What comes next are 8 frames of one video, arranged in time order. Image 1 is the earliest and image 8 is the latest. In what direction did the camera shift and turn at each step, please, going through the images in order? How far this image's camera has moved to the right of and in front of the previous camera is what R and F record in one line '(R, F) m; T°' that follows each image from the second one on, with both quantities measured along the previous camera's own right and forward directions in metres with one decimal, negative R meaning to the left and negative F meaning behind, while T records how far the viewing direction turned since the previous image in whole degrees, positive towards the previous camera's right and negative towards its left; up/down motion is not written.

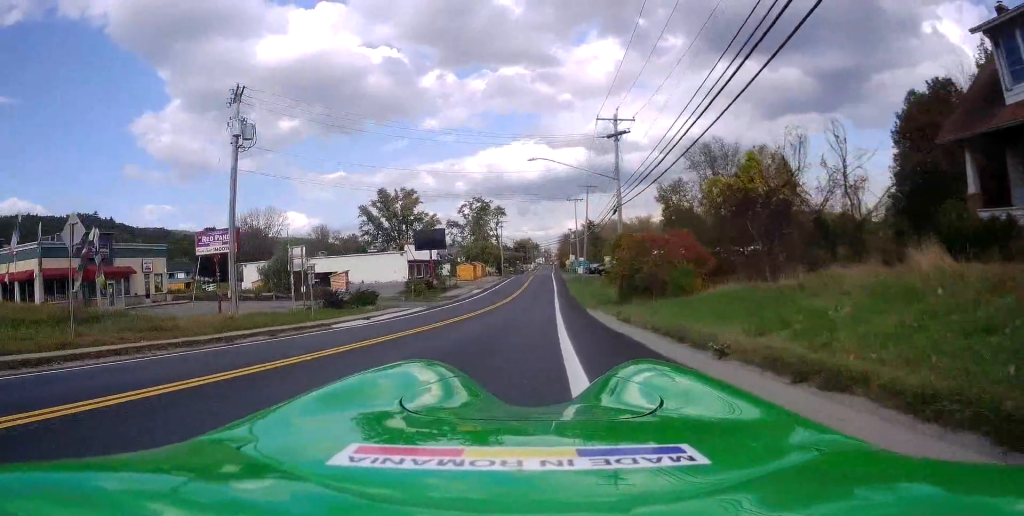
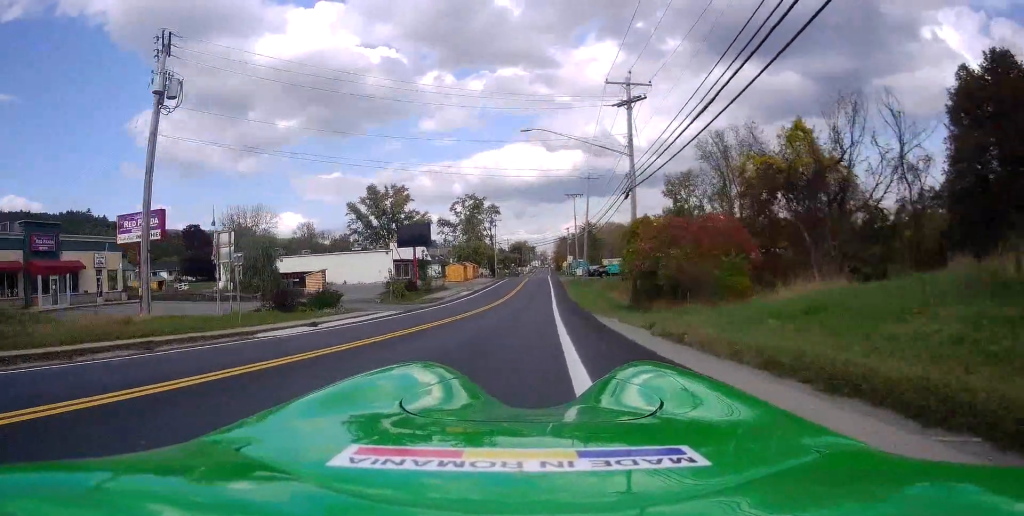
(+0.2, +6.2) m; -1°
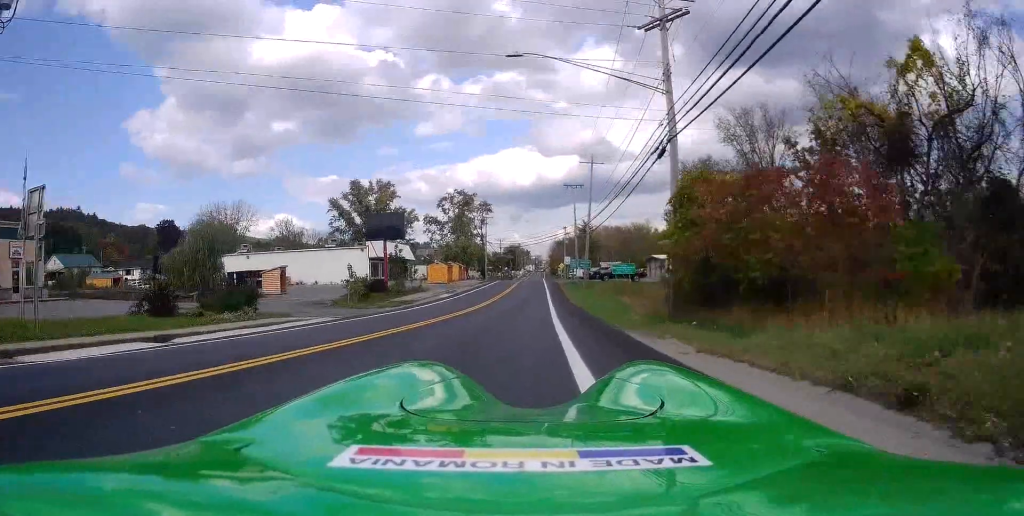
(-0.2, +8.9) m; -2°
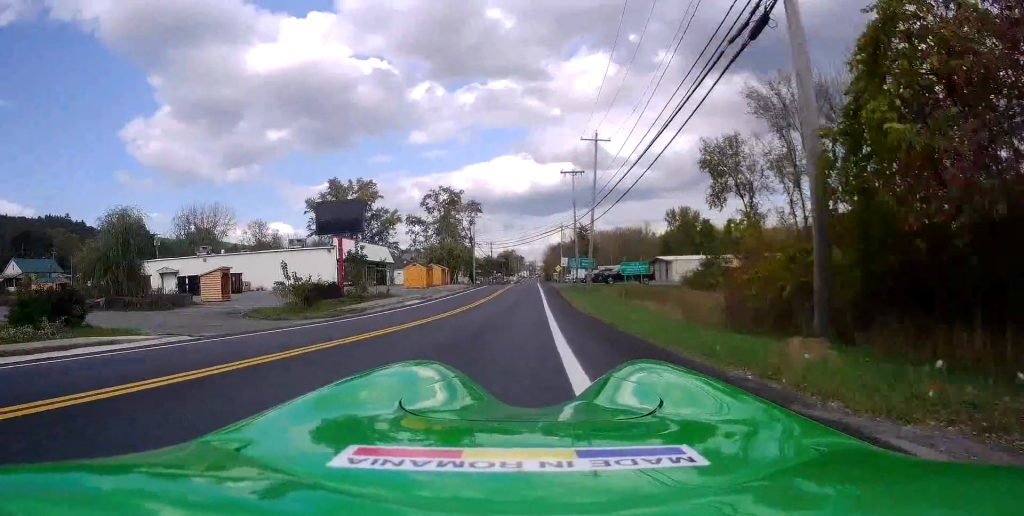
(-0.2, +9.8) m; -1°
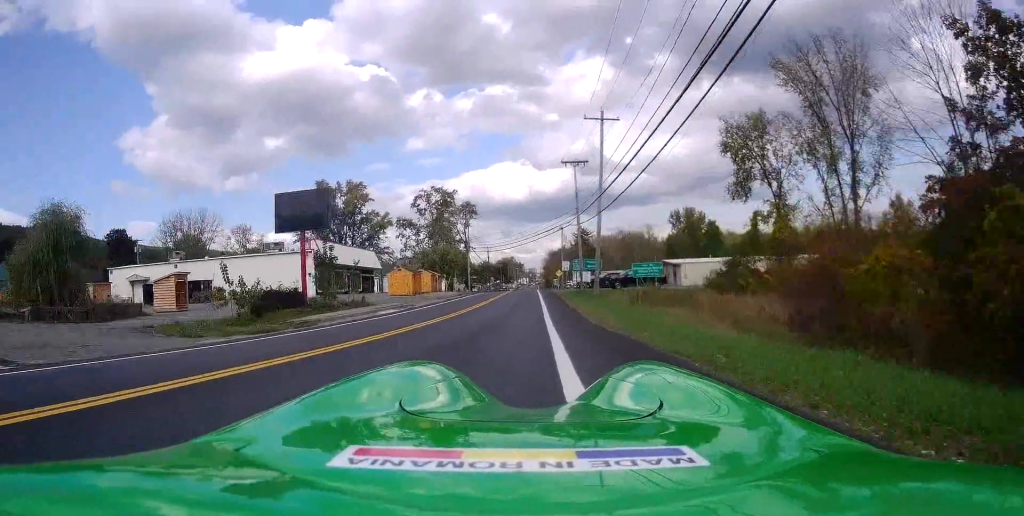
(0.0, +6.4) m; +1°
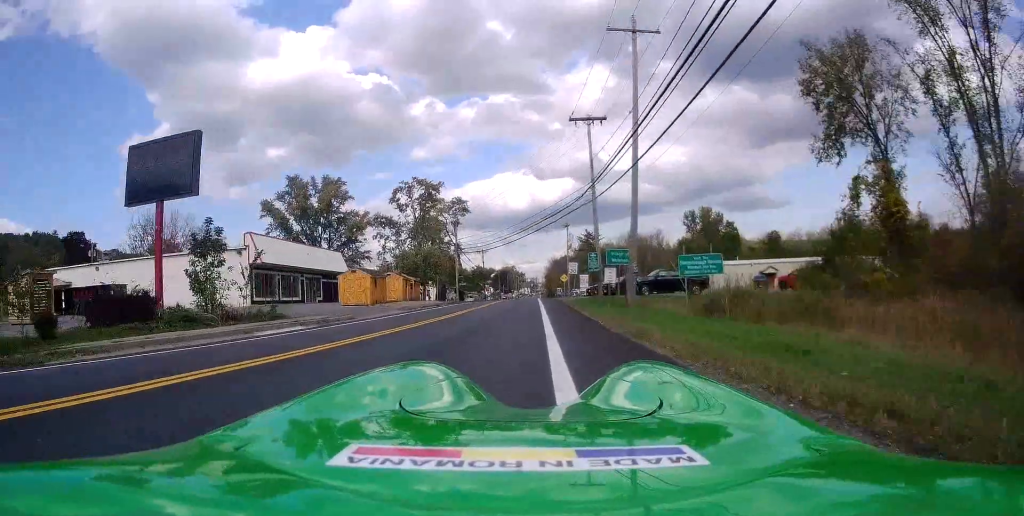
(+0.3, +14.9) m; +1°
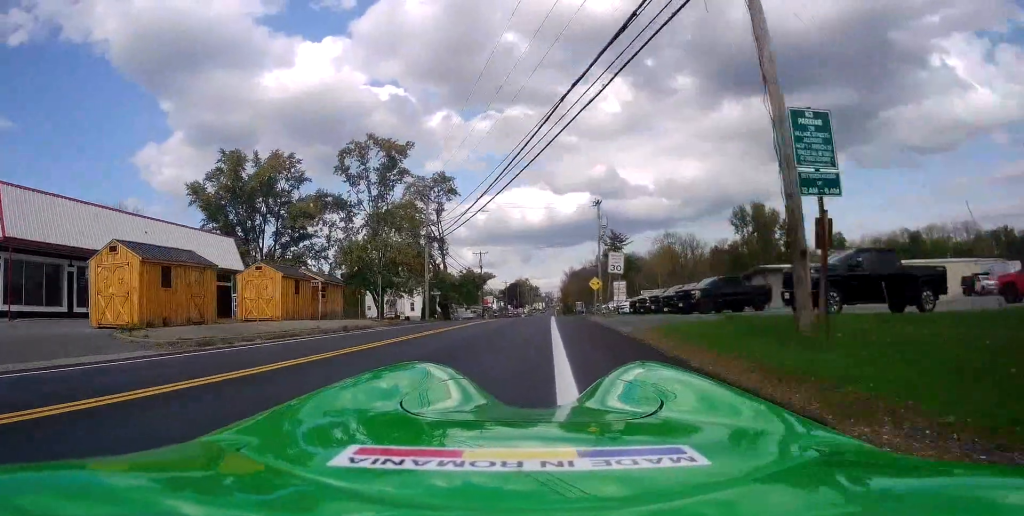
(+0.3, +27.9) m; -1°
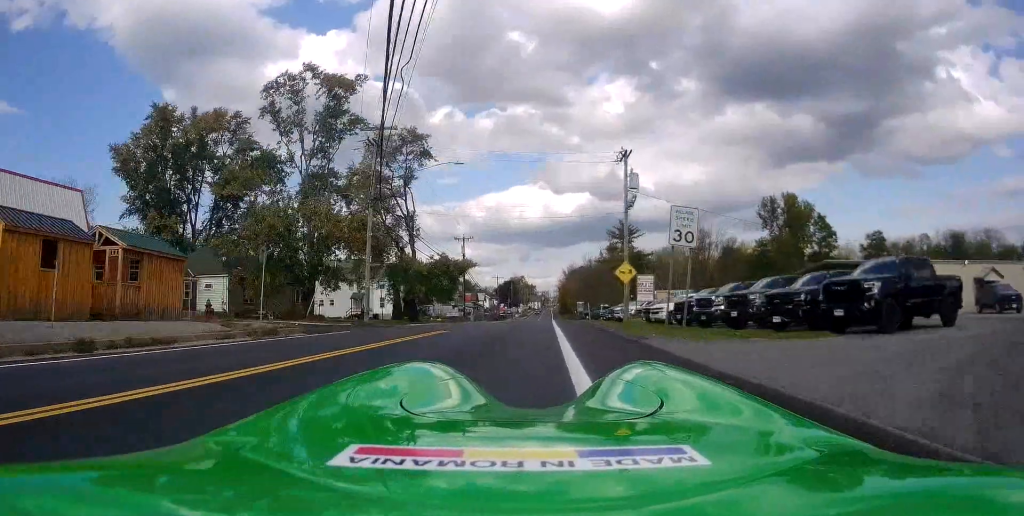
(-0.7, +17.4) m; -2°
